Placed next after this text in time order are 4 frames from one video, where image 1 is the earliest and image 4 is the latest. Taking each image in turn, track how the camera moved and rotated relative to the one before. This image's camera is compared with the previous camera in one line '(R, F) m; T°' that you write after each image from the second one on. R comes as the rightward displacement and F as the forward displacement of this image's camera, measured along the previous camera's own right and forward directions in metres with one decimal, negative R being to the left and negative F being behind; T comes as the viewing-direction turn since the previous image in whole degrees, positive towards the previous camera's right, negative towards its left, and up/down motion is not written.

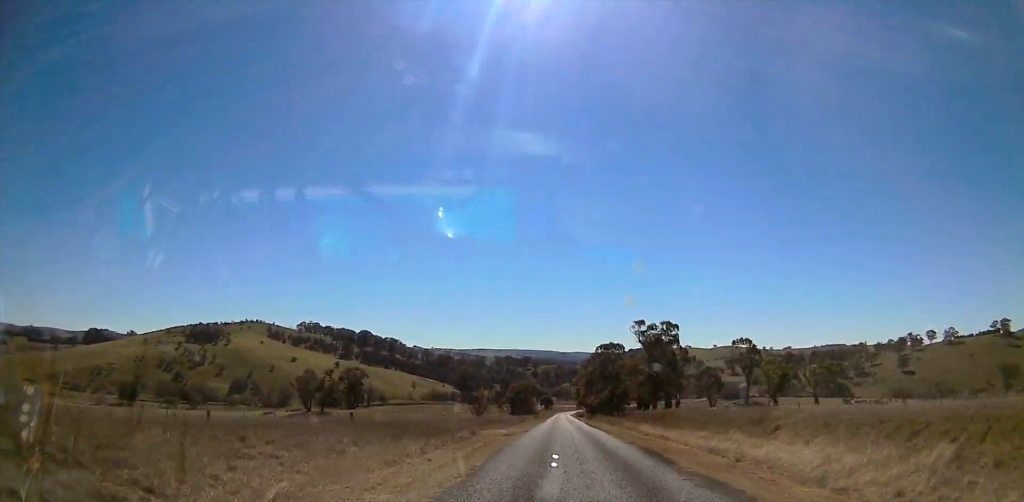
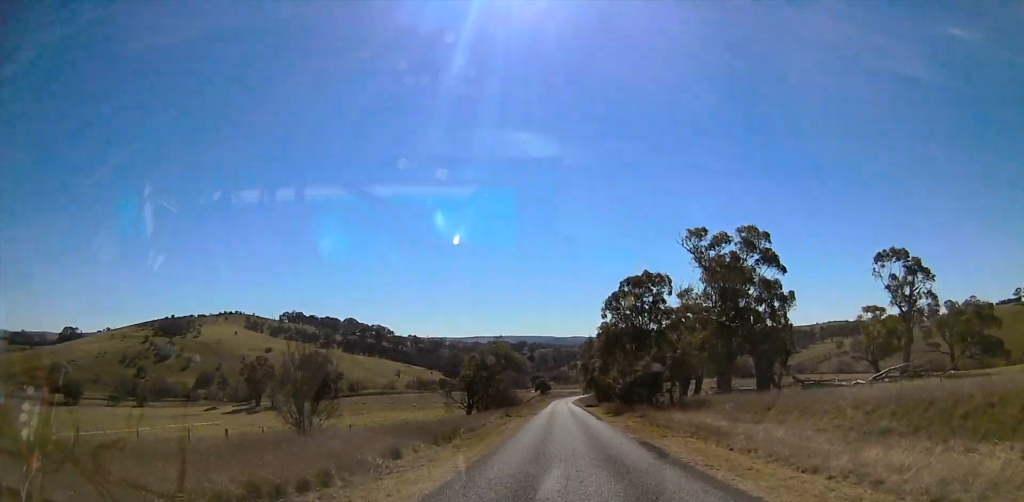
(+0.7, +41.1) m; -1°
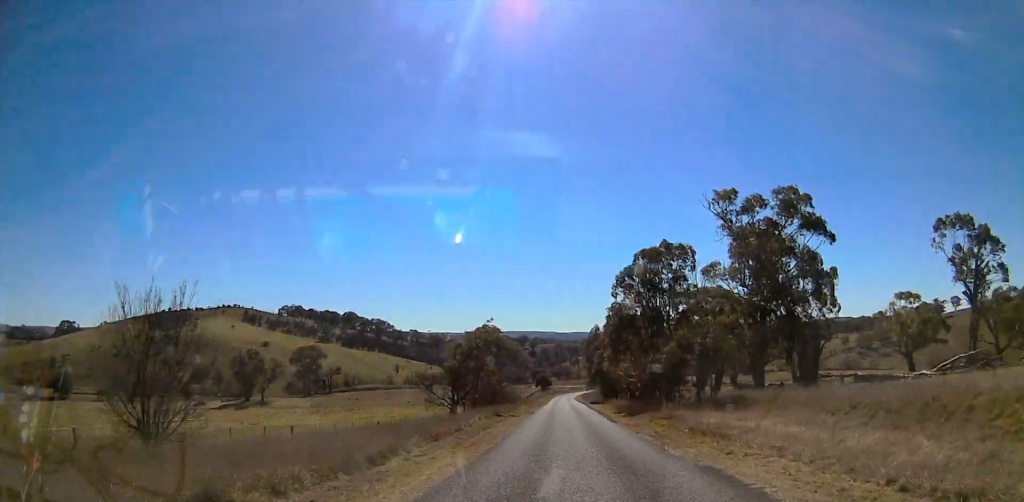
(-0.2, +9.5) m; -2°
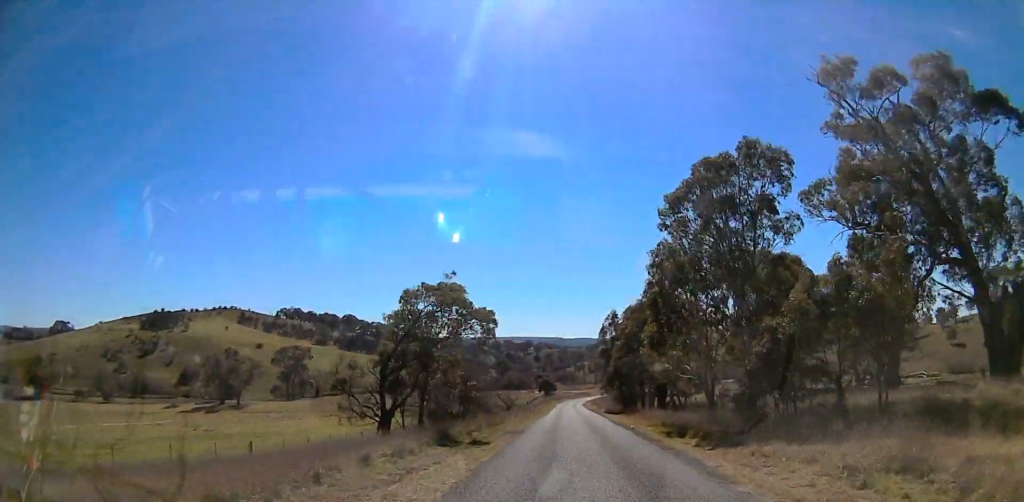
(-1.2, +24.3) m; -1°
